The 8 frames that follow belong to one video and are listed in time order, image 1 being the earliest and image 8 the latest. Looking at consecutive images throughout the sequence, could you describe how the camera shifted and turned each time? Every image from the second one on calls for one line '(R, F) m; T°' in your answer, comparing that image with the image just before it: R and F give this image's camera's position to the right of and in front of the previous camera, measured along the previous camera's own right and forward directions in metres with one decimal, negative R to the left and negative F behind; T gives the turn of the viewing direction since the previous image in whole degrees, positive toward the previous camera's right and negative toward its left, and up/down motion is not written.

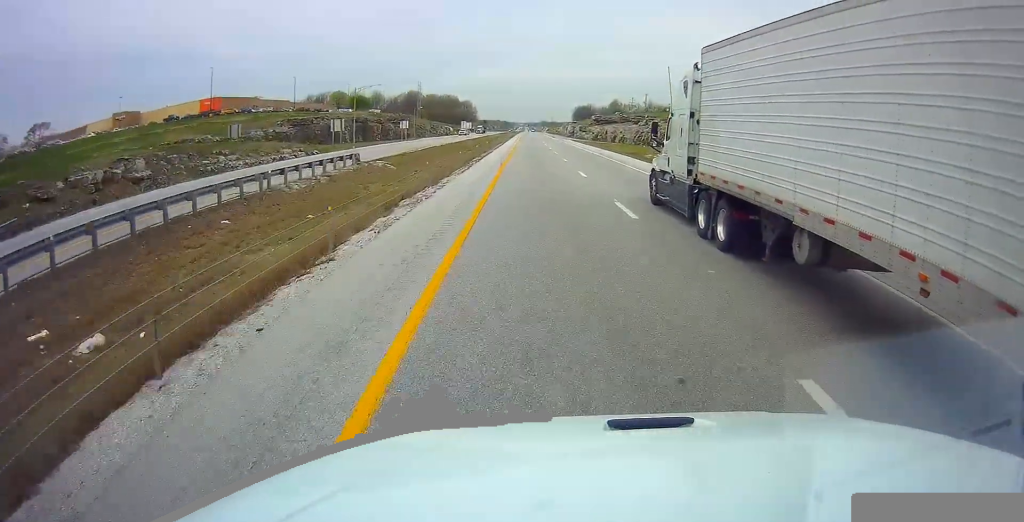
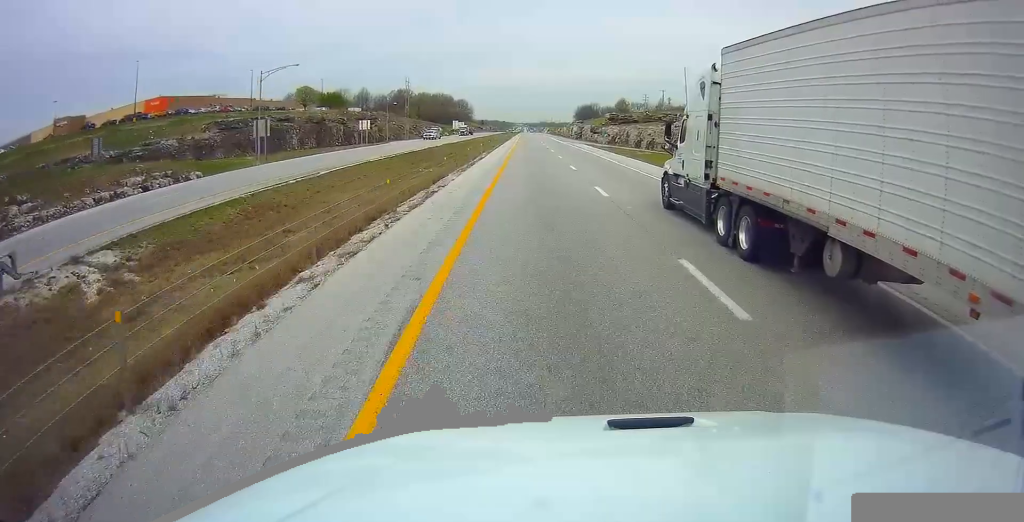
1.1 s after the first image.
(+0.1, +31.1) m; 0°
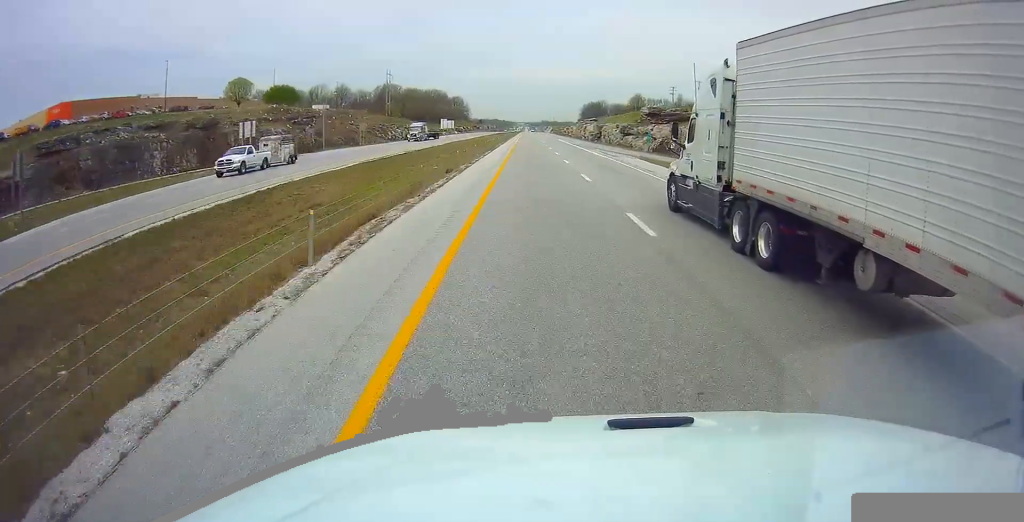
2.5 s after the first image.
(0.0, +42.9) m; 0°
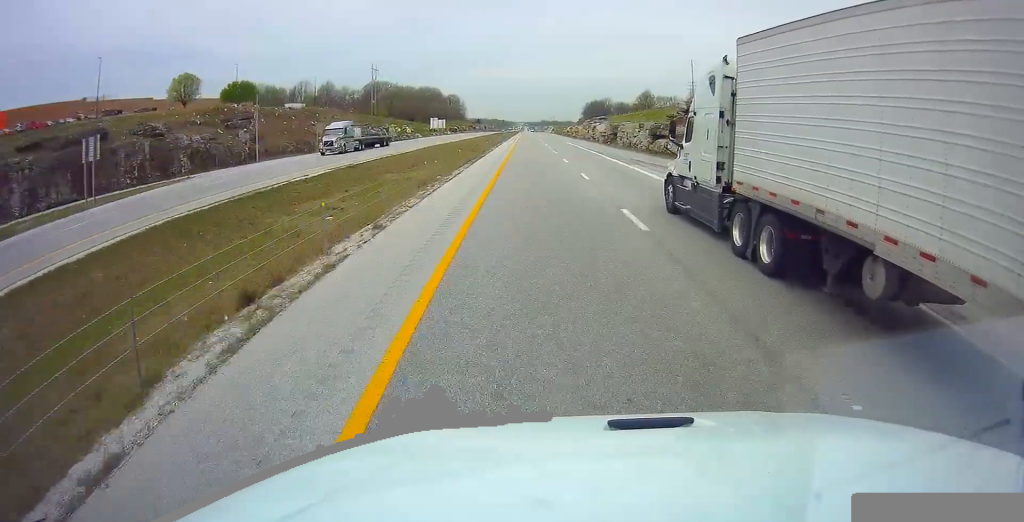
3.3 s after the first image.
(0.0, +23.3) m; 0°
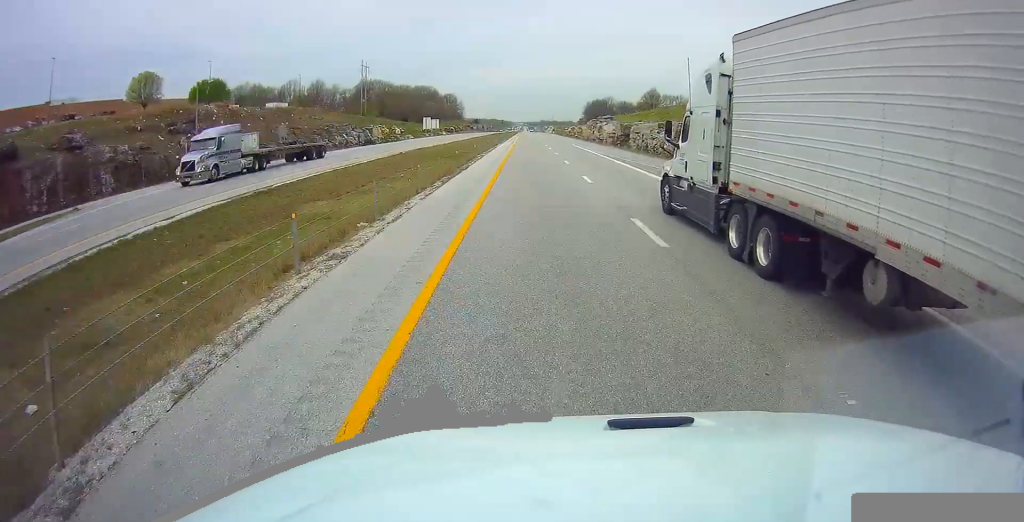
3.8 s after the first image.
(0.0, +13.6) m; 0°
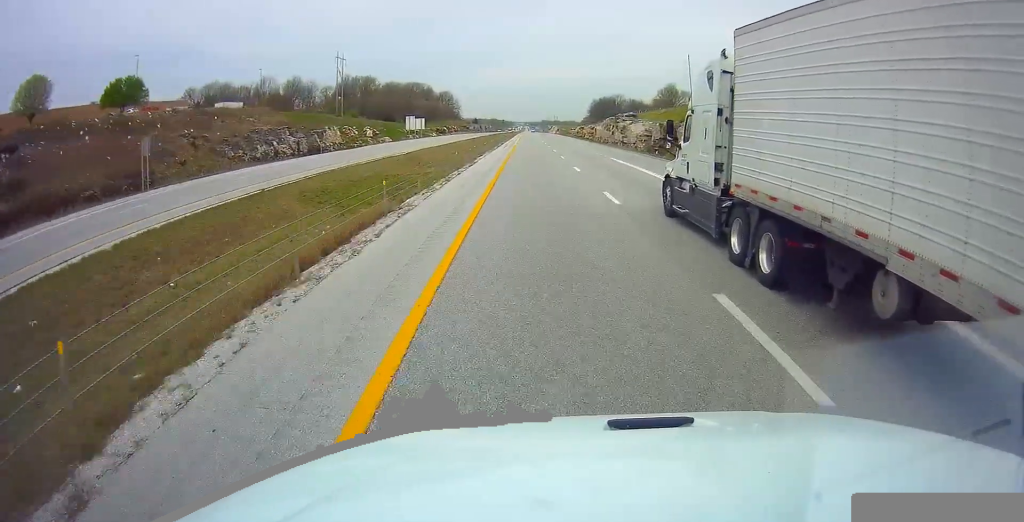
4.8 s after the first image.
(0.0, +30.1) m; 0°
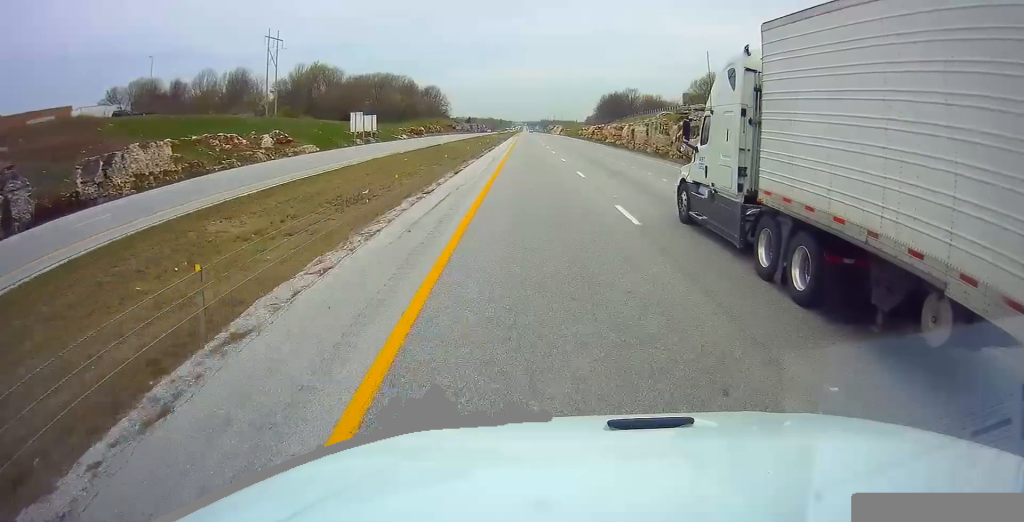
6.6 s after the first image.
(0.0, +51.7) m; 0°
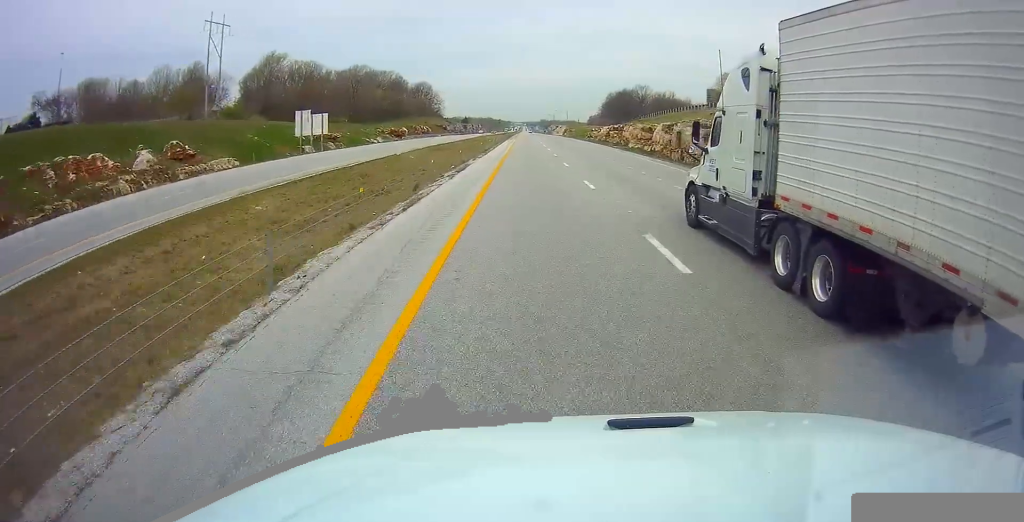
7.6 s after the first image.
(0.0, +28.3) m; 0°
